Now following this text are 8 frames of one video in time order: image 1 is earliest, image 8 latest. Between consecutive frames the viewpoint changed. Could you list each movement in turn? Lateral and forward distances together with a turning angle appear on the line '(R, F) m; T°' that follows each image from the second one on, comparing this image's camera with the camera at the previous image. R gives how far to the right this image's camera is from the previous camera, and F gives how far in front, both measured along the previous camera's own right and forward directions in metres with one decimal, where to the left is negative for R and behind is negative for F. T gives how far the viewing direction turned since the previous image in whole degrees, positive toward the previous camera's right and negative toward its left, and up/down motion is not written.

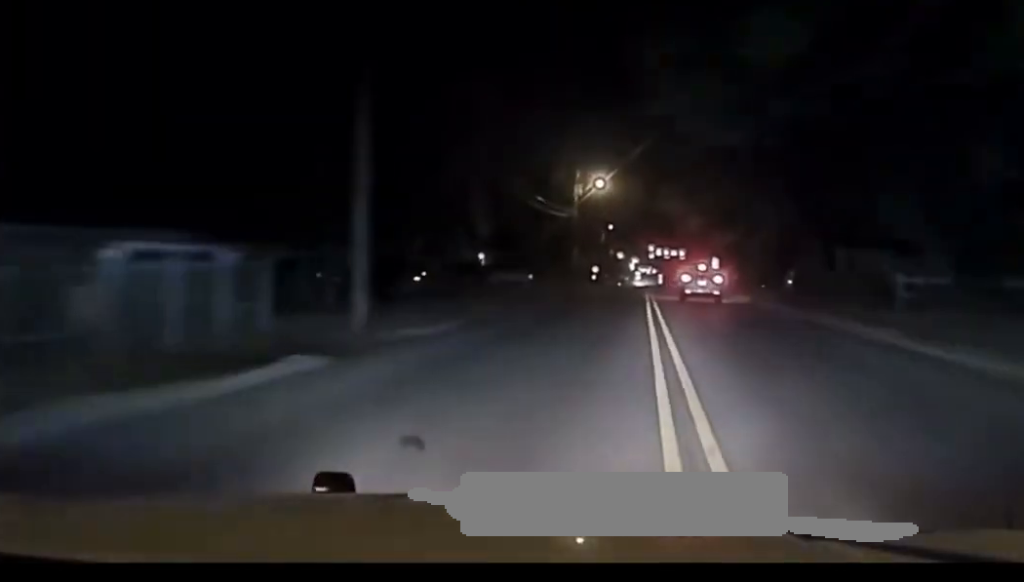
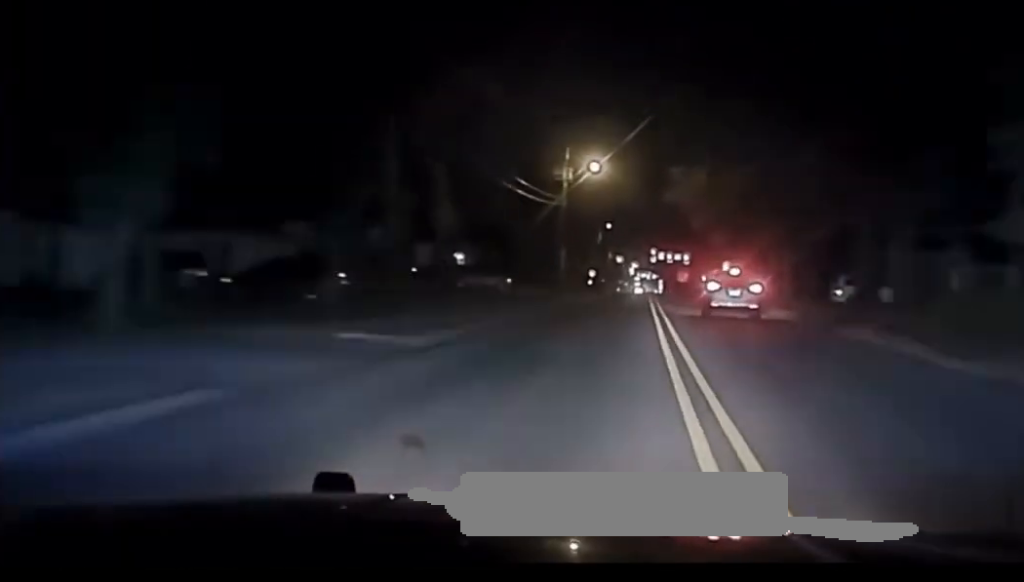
(+0.1, +14.8) m; +1°
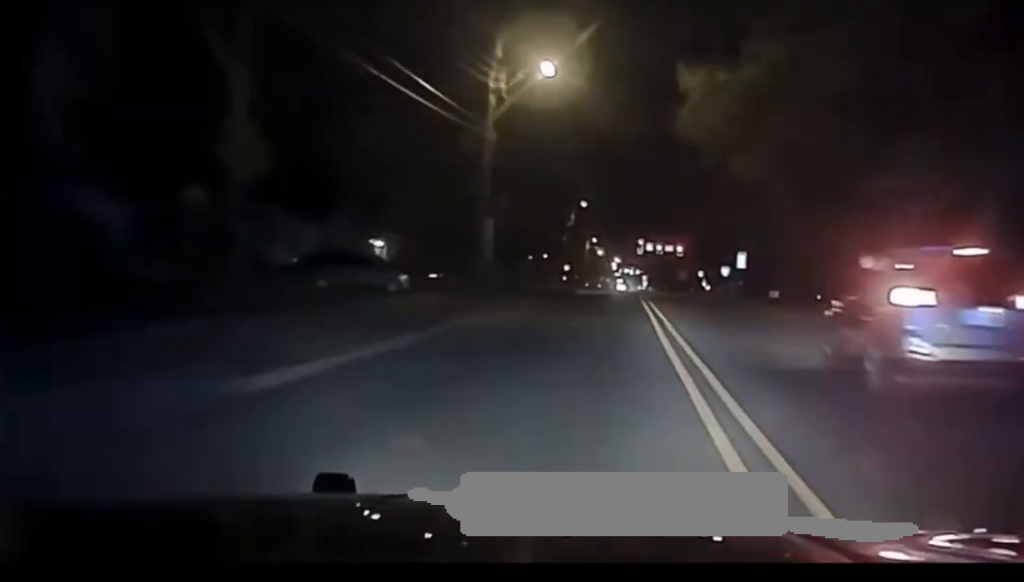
(+0.3, +27.0) m; +1°
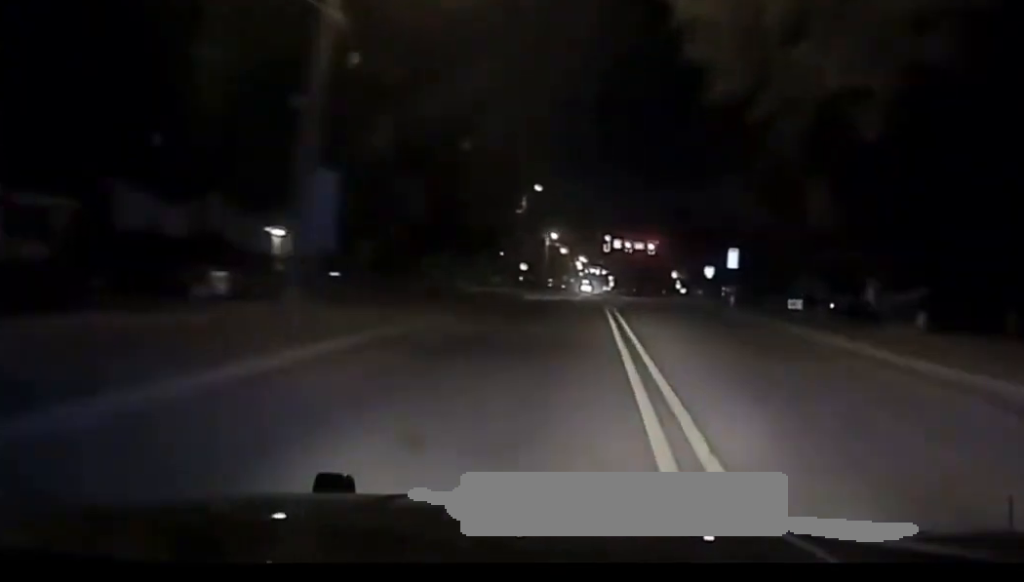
(0.0, +15.6) m; +1°
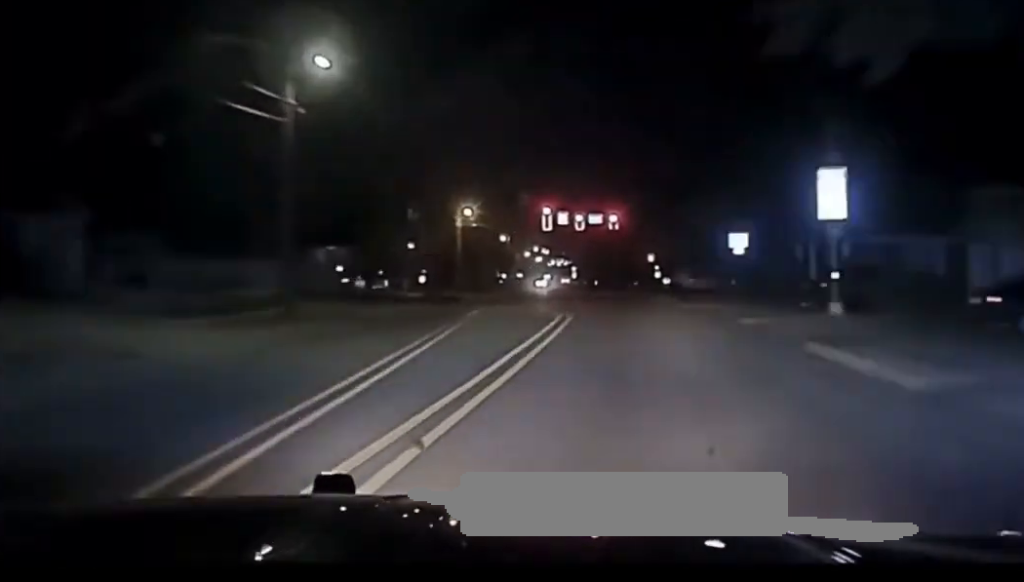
(+0.8, +43.4) m; 0°
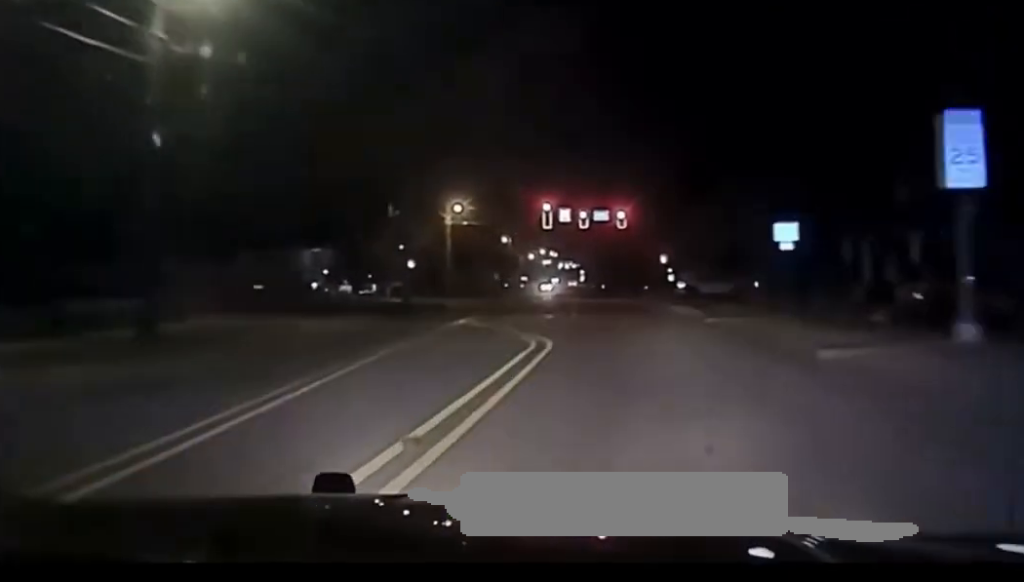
(0.0, +10.2) m; -1°
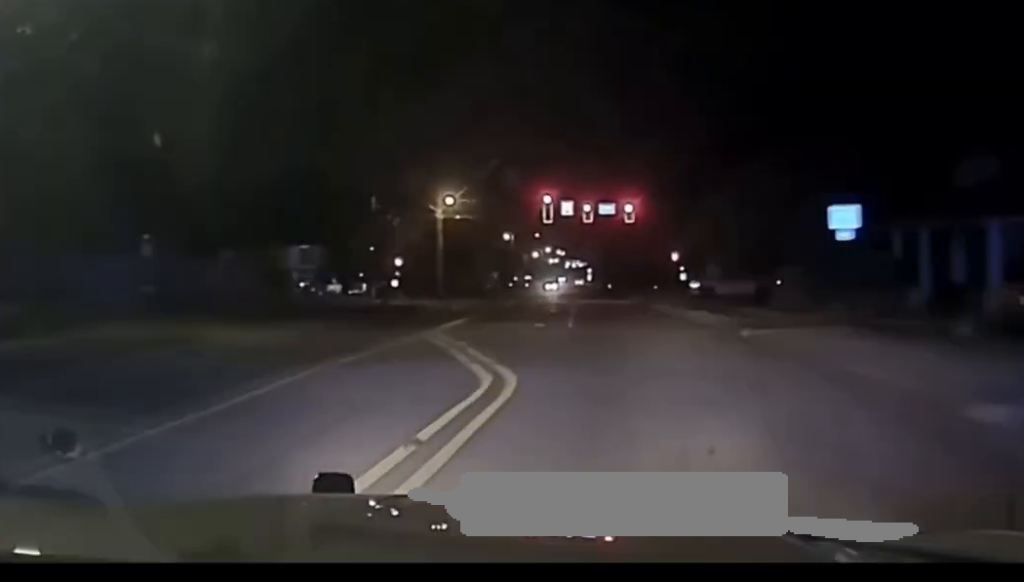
(-0.1, +9.2) m; -1°
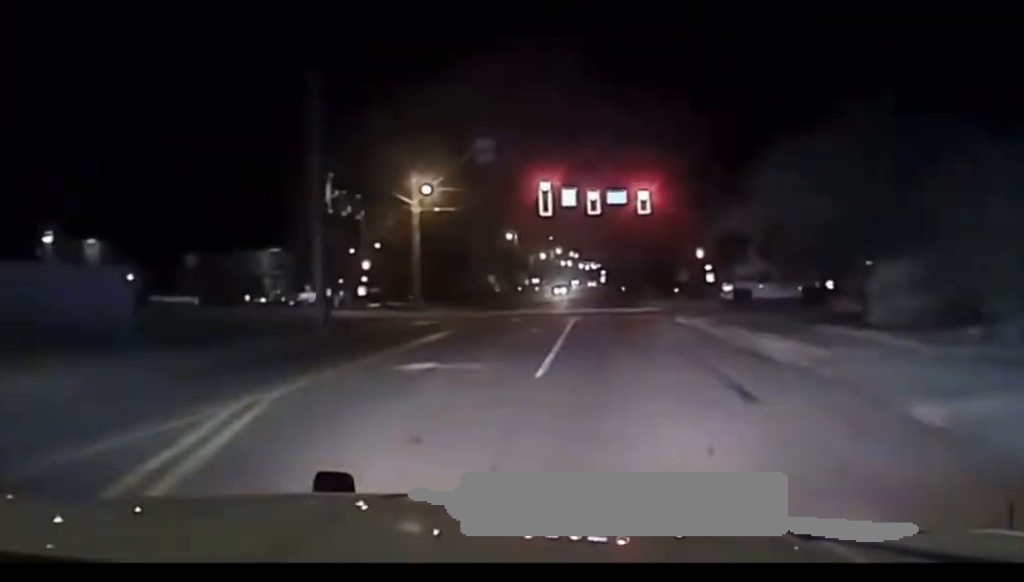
(0.0, +13.2) m; -1°
